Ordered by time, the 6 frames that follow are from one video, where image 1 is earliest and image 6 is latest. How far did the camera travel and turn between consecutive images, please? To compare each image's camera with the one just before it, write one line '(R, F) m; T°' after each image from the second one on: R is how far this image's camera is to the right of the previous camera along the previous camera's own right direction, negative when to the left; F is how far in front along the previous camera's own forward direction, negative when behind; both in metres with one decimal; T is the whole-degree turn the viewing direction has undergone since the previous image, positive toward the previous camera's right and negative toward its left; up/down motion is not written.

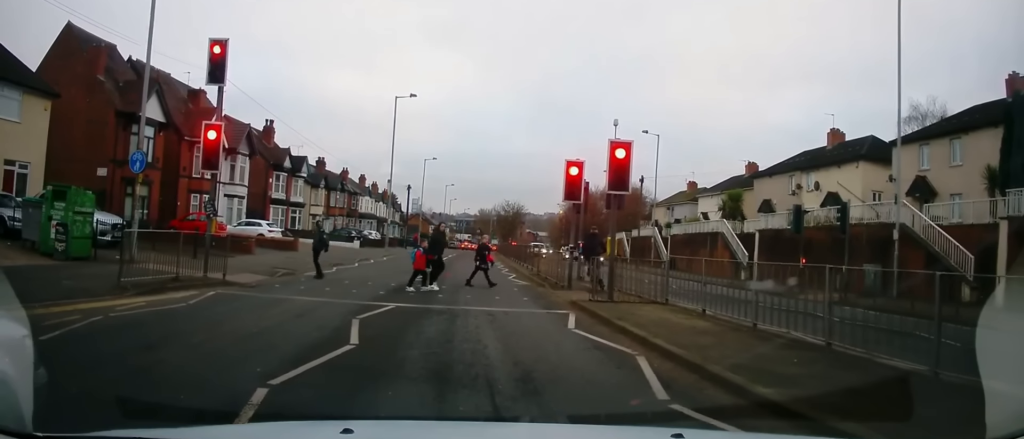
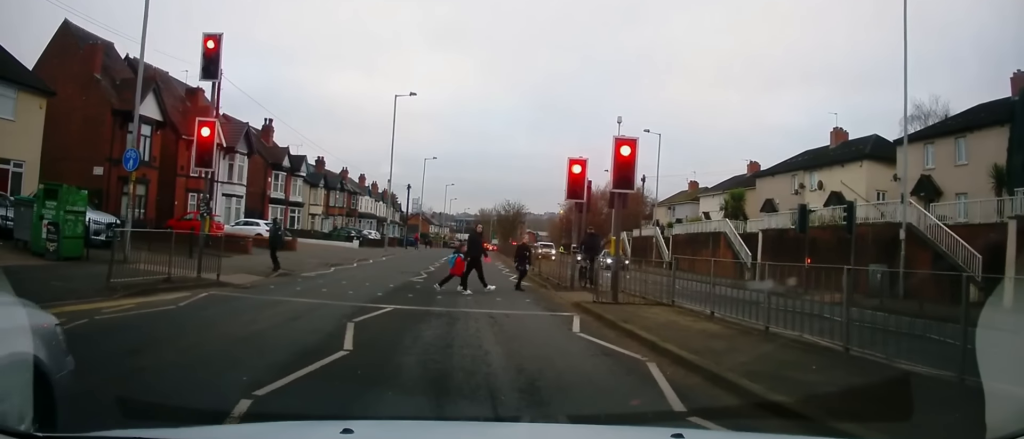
(-0.1, +0.3) m; 0°
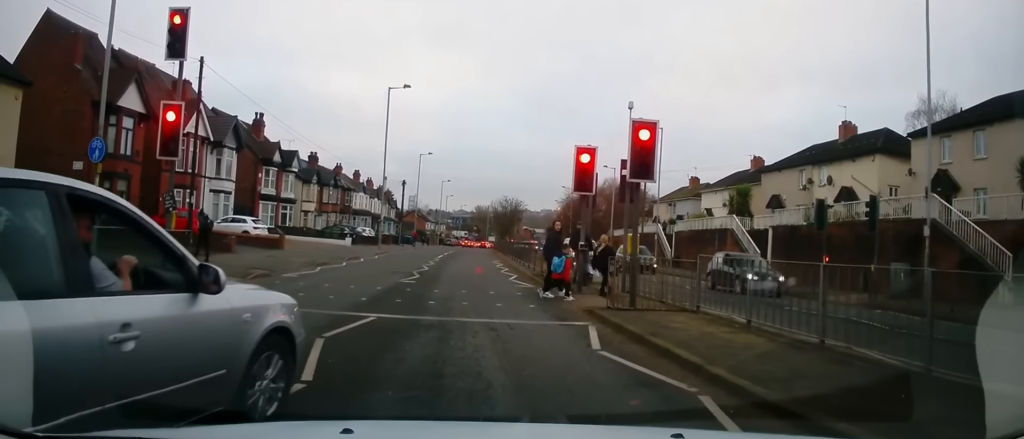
(-0.3, +0.8) m; 0°
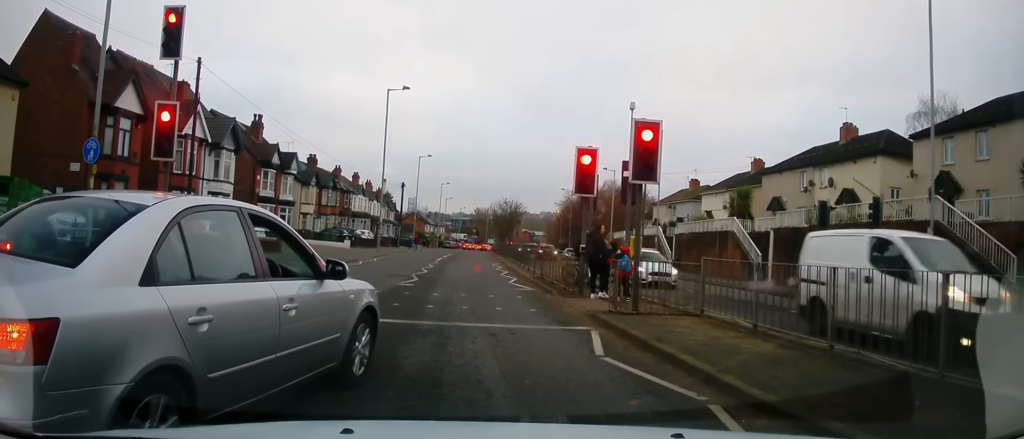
(-0.1, +0.2) m; 0°
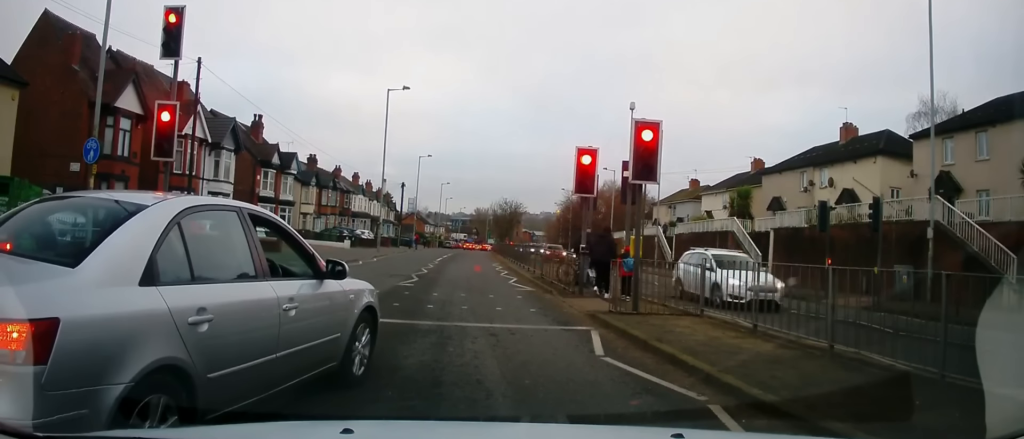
(0.0, 0.0) m; 0°
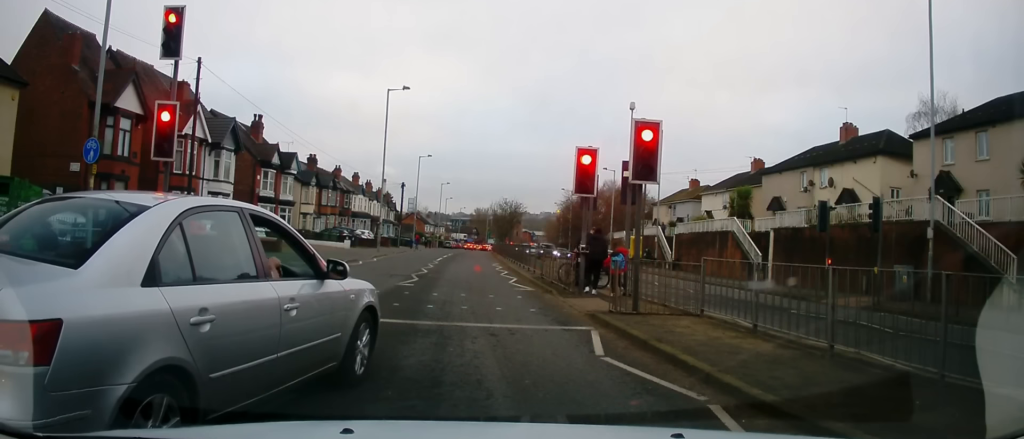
(0.0, 0.0) m; 0°
